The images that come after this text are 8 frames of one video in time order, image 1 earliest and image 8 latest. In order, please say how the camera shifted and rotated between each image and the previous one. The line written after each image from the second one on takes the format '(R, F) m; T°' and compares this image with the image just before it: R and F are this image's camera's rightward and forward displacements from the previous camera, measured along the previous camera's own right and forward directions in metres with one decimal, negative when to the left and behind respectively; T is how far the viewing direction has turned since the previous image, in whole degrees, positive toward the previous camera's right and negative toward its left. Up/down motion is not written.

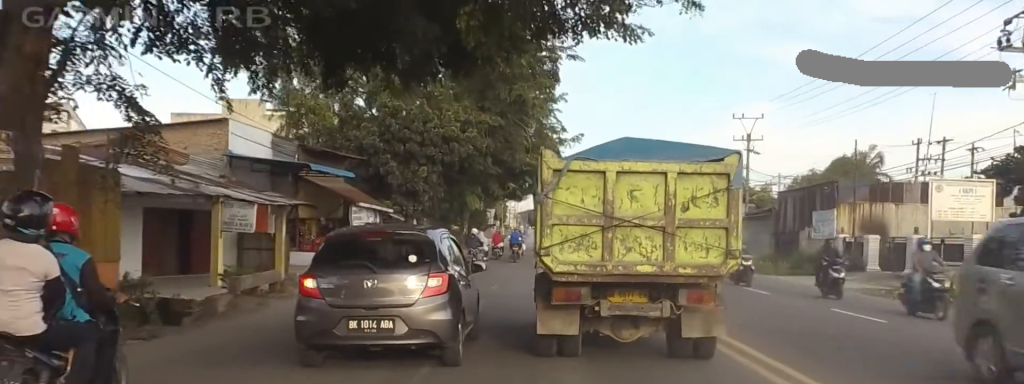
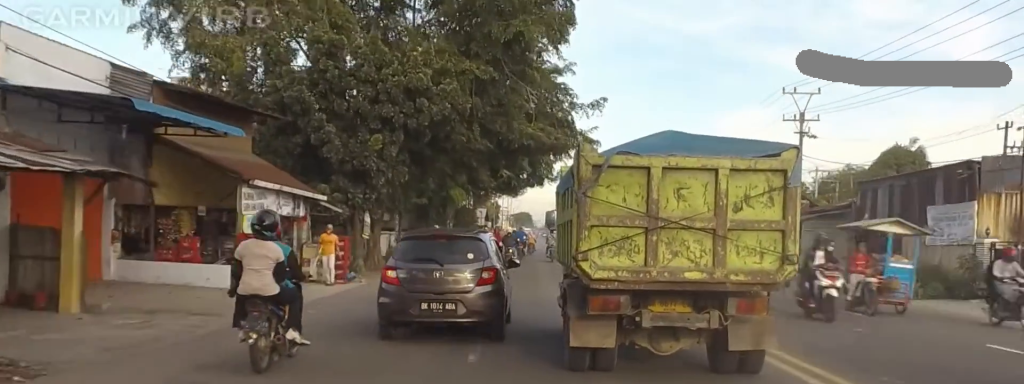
(0.0, +12.7) m; 0°
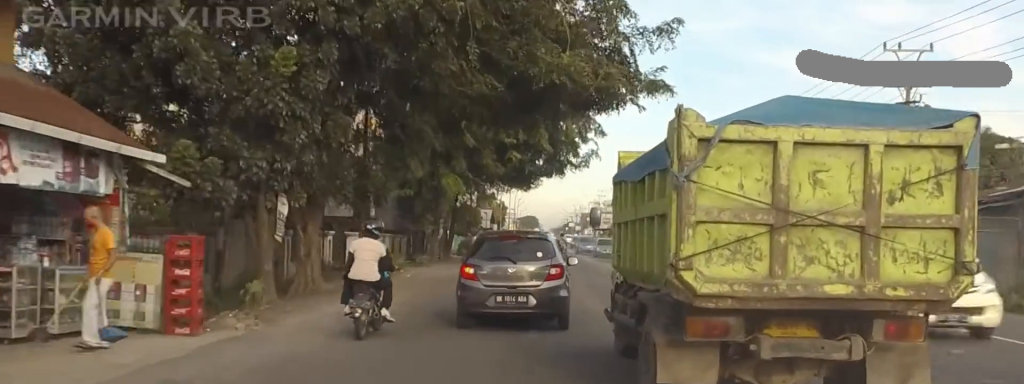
(0.0, +11.8) m; 0°
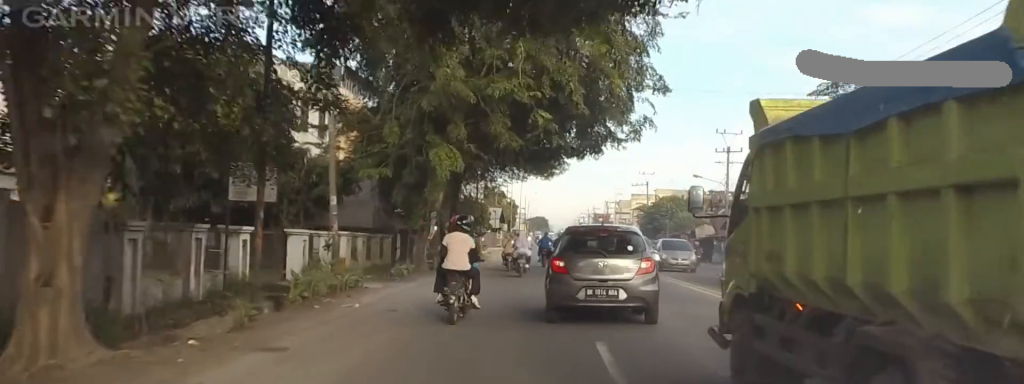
(0.0, +11.1) m; 0°
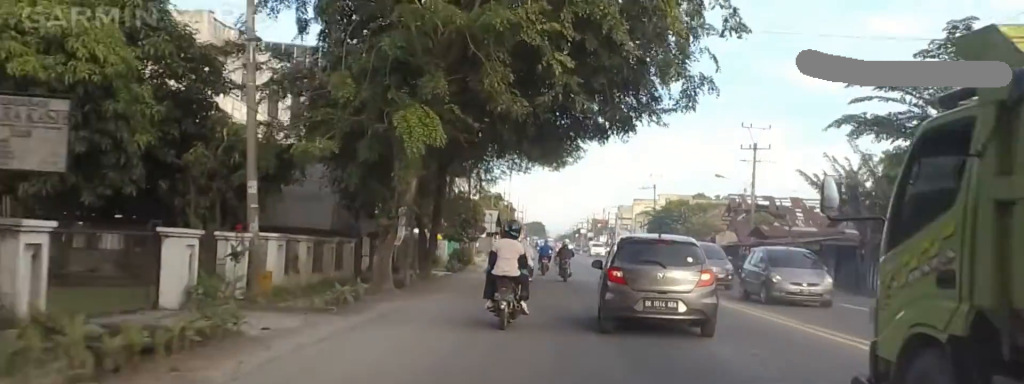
(0.0, +8.7) m; 0°
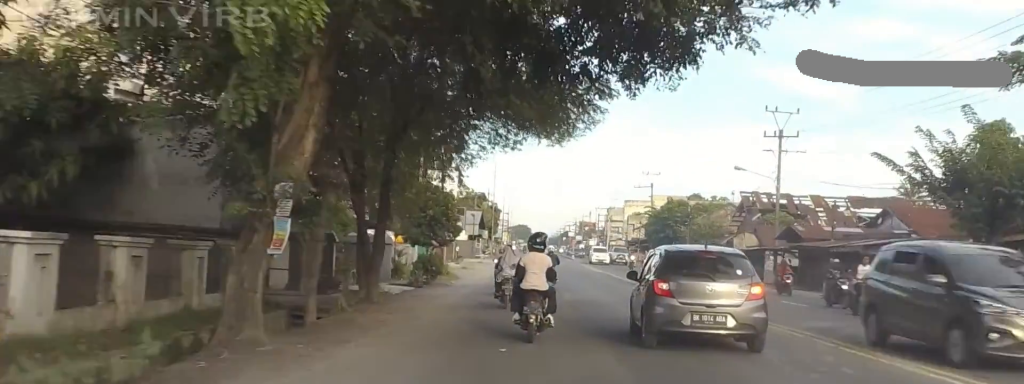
(0.0, +10.1) m; 0°
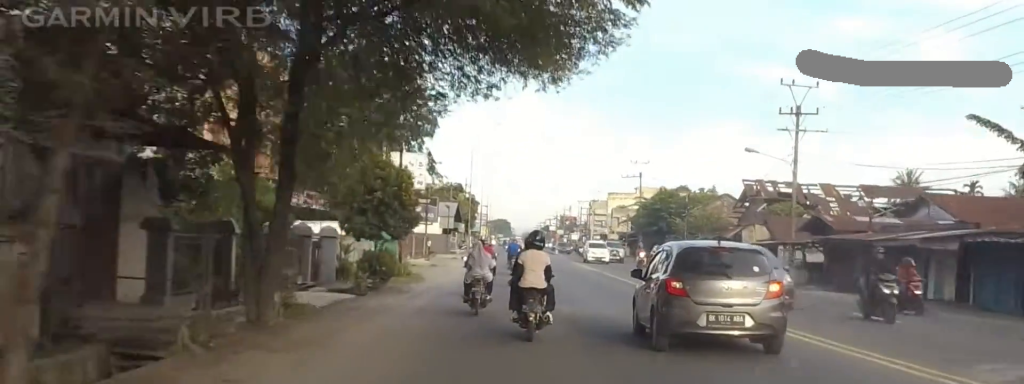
(0.0, +7.5) m; 0°
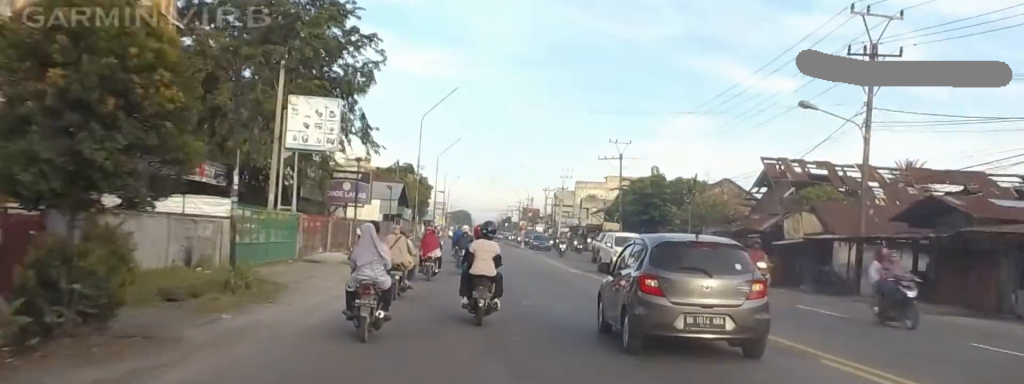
(0.0, +15.2) m; 0°
